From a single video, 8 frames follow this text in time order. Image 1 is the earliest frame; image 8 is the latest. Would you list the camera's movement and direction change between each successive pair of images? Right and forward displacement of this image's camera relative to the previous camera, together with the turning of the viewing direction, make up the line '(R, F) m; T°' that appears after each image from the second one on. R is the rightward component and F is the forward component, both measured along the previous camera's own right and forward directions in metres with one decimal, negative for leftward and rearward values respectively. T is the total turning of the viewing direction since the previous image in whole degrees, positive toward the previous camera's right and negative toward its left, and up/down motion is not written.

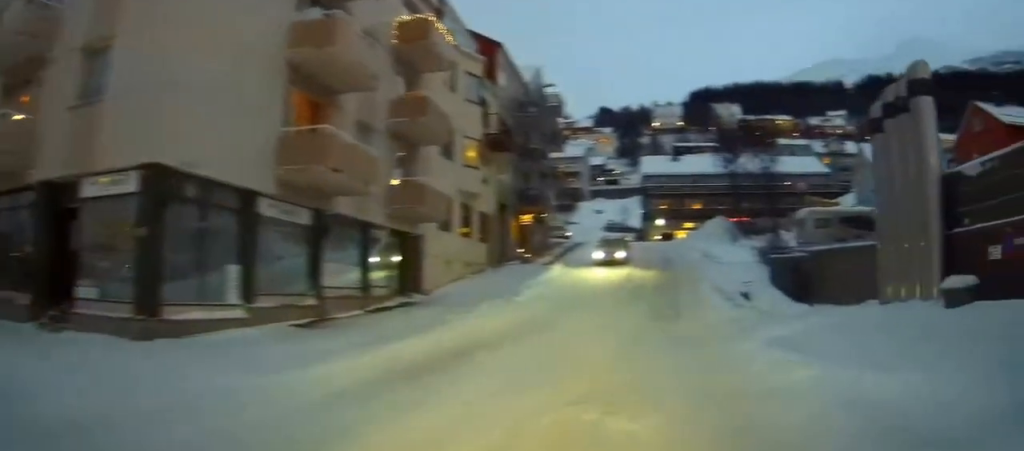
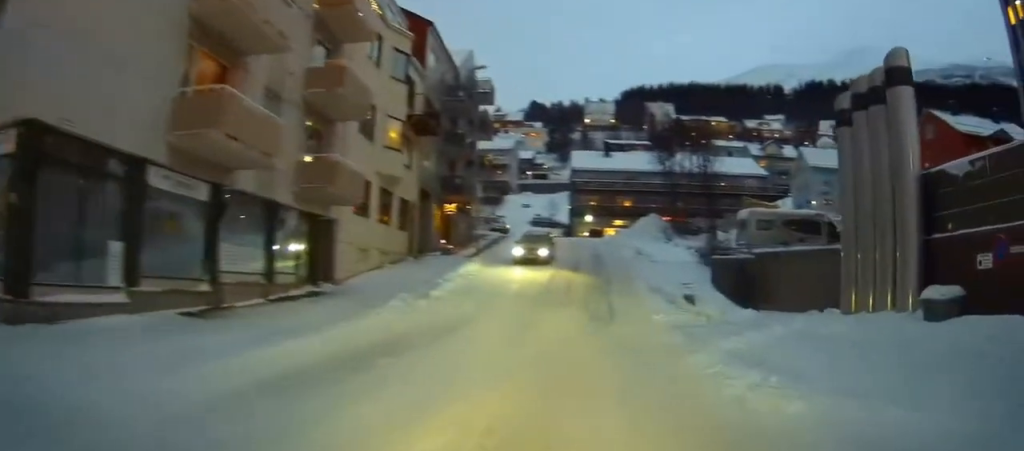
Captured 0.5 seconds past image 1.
(+0.1, +2.1) m; +3°
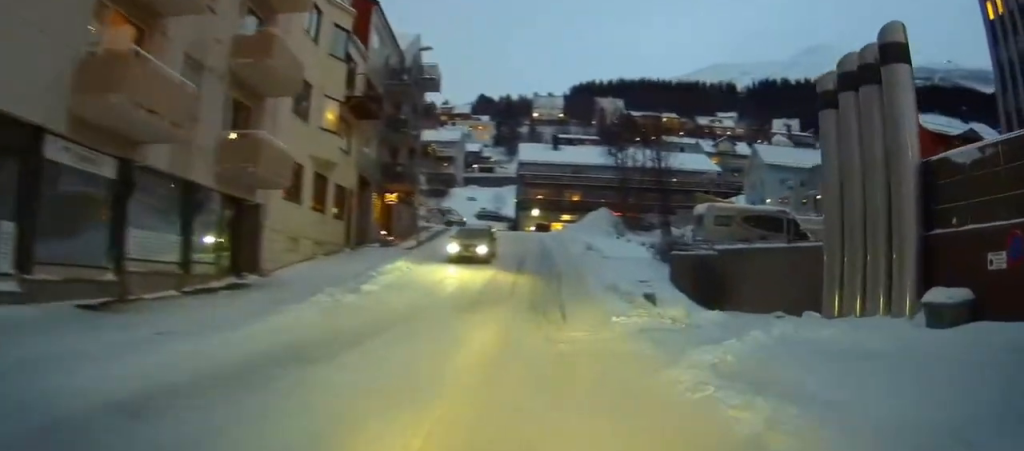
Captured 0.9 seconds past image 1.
(0.0, +2.2) m; +1°
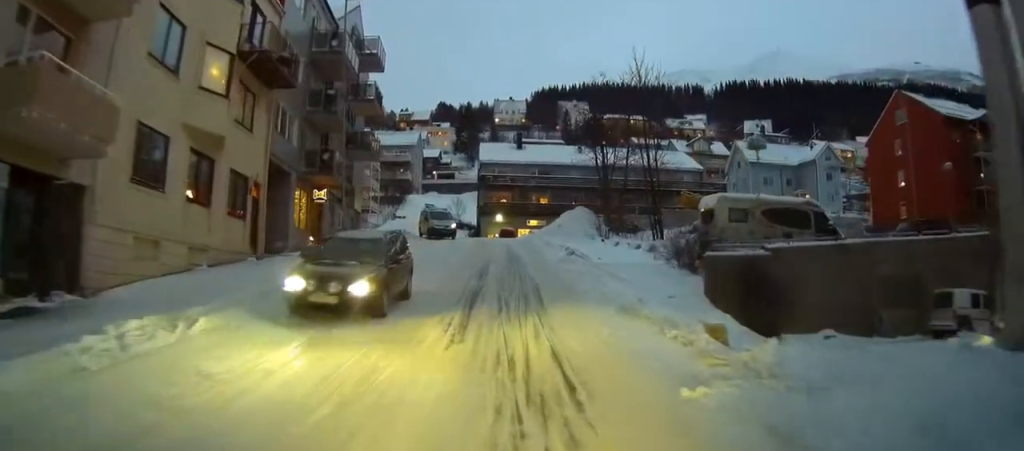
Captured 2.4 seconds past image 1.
(+0.2, +8.1) m; +2°
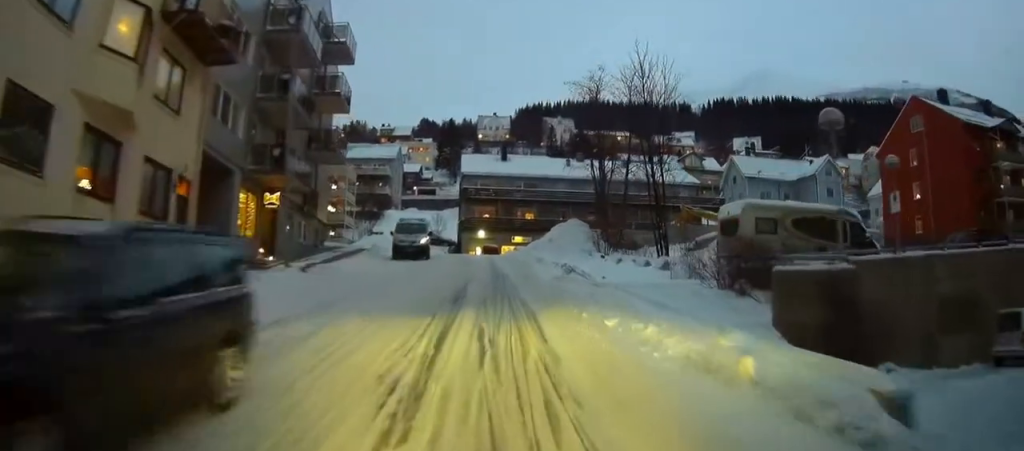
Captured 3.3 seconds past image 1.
(0.0, +4.9) m; +1°
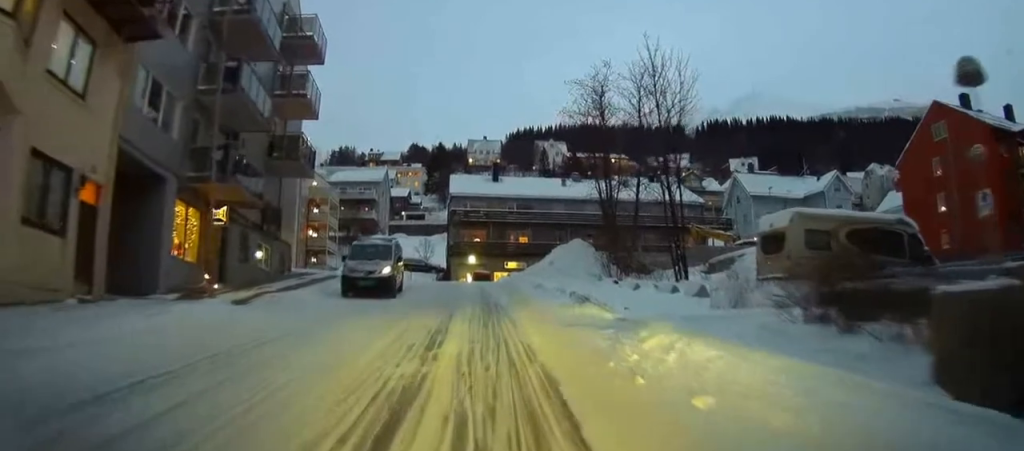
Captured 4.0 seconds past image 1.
(0.0, +4.9) m; -1°
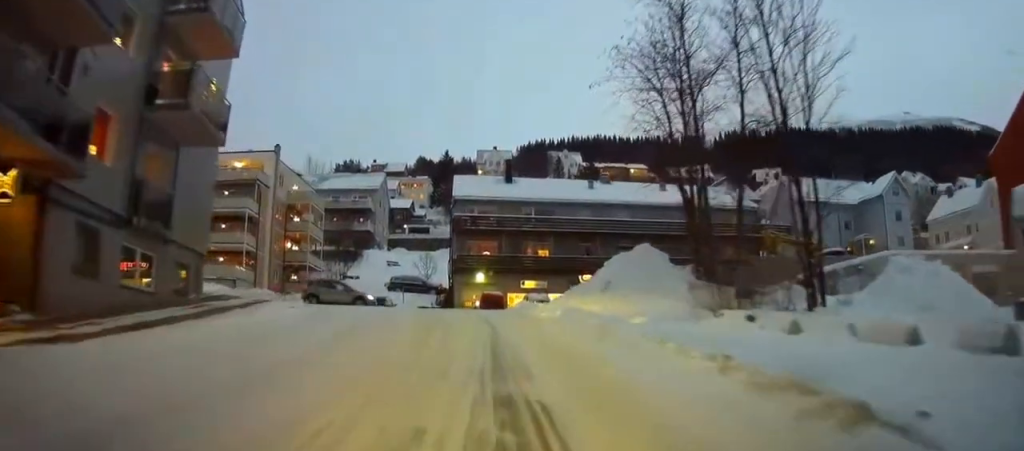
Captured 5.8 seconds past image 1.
(-0.5, +12.6) m; -2°
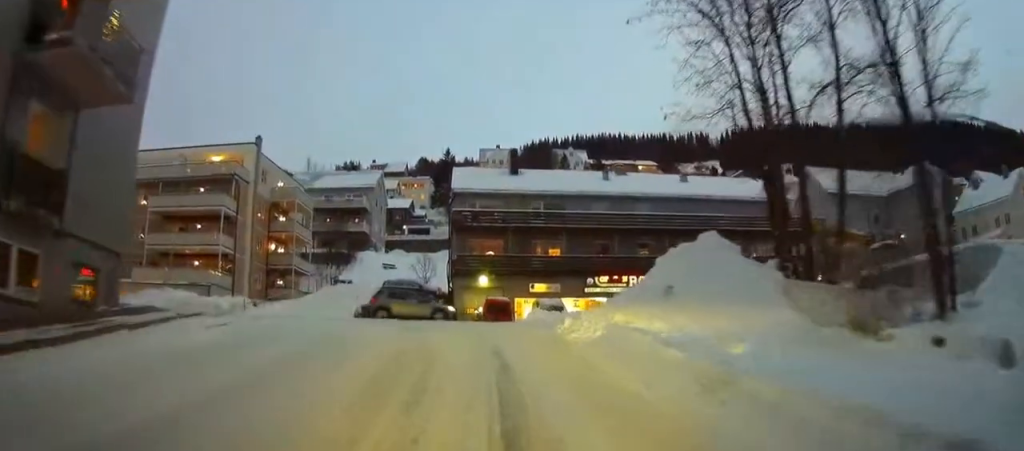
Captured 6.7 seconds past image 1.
(+0.1, +6.3) m; +1°
